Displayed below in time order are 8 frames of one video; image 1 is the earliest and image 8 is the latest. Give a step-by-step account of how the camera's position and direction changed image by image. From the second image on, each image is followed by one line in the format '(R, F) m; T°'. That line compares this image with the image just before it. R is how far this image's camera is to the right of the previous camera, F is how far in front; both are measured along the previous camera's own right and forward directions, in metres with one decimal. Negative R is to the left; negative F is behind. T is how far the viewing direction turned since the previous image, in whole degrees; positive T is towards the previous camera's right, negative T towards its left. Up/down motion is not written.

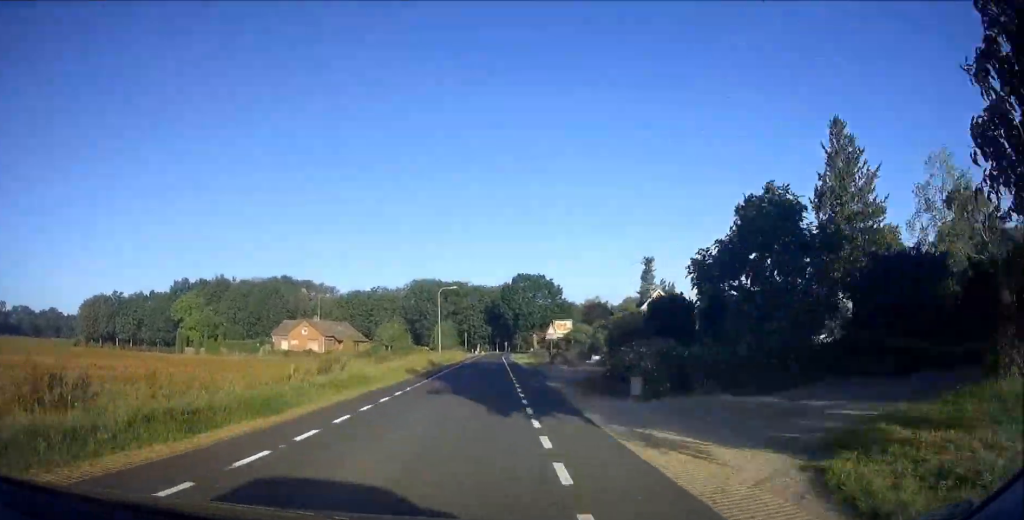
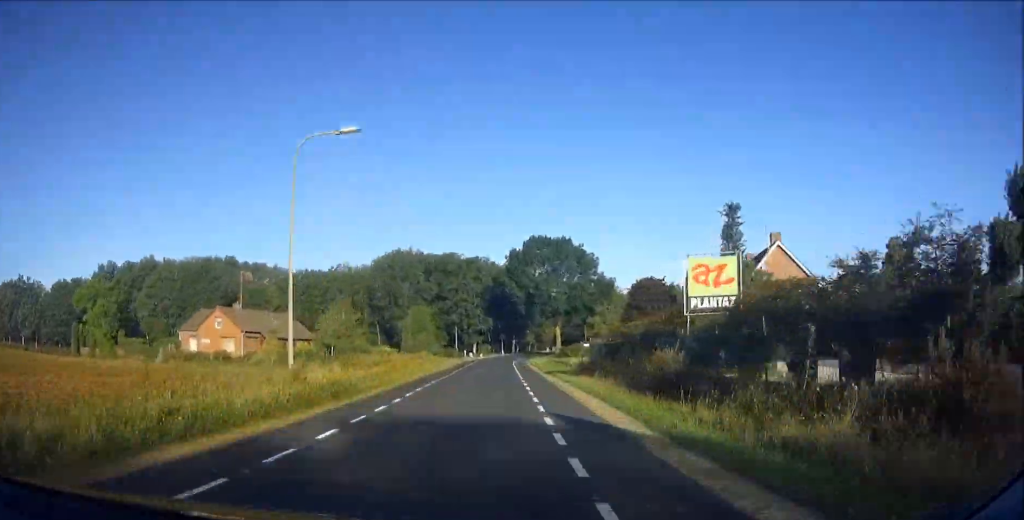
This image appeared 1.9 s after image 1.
(+0.1, +40.6) m; +1°
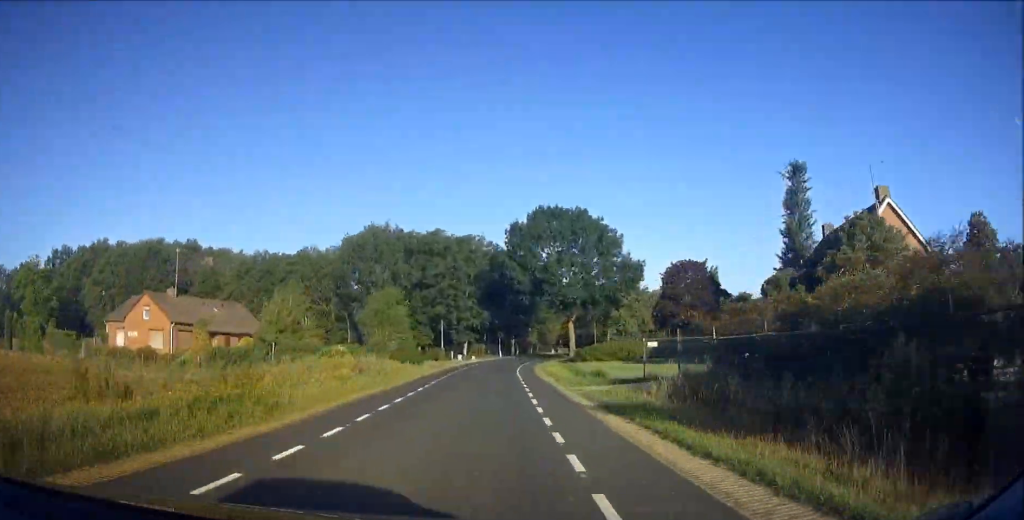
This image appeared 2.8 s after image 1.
(-0.4, +18.0) m; +1°
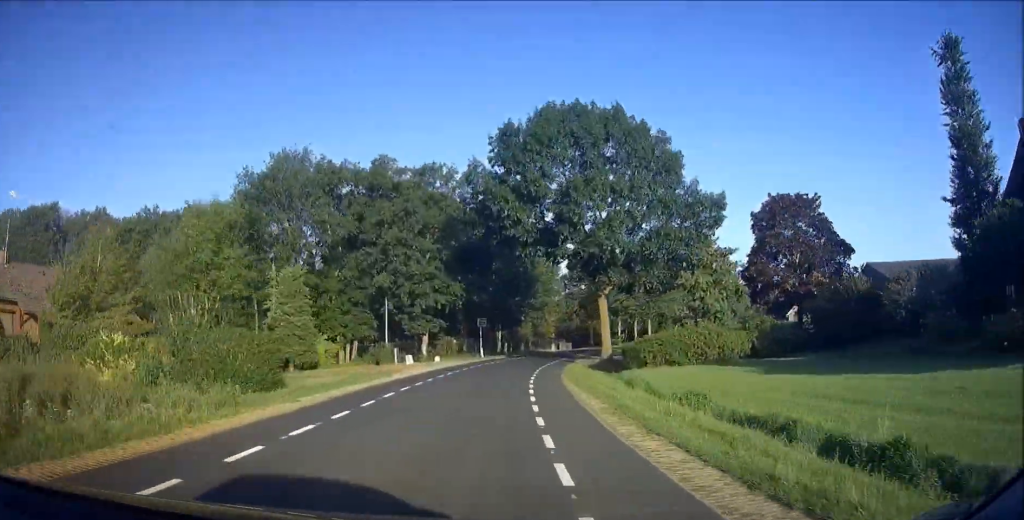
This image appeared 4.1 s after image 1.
(+1.1, +27.6) m; +5°
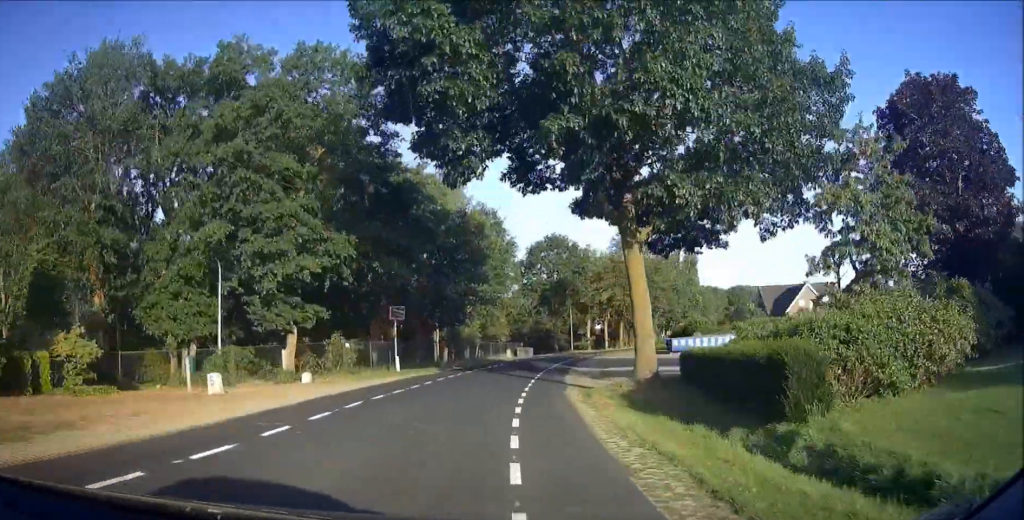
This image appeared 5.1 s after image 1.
(0.0, +20.6) m; +4°
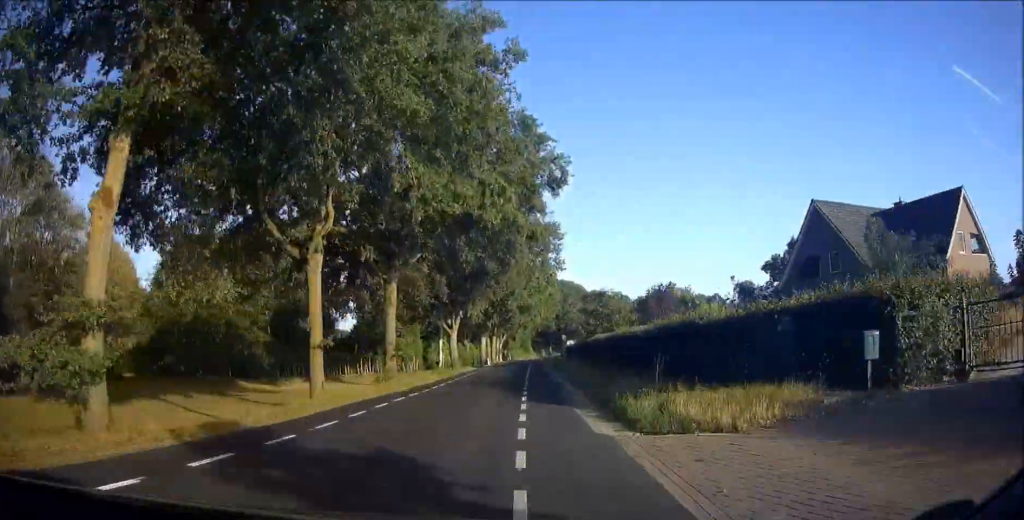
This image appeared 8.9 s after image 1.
(+12.2, +76.7) m; +16°
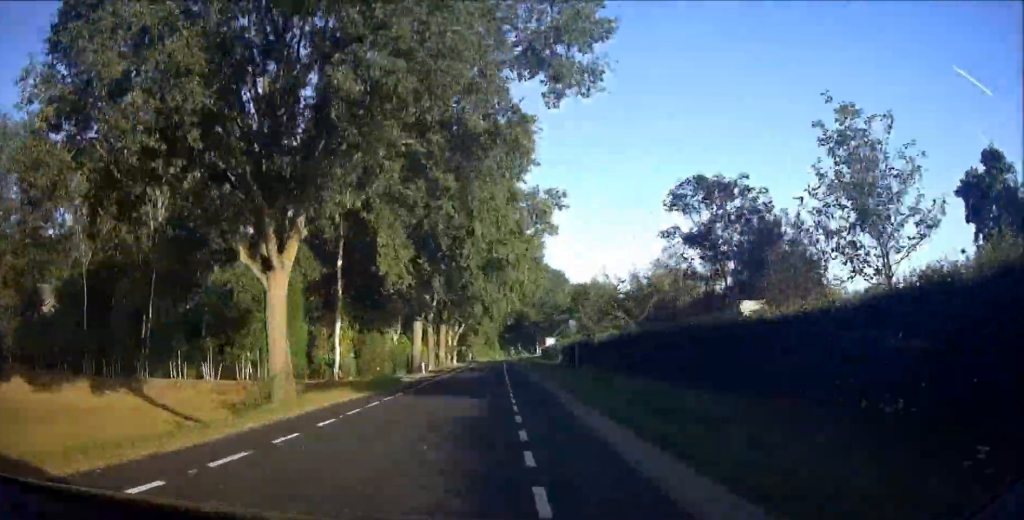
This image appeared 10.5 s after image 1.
(+1.6, +34.3) m; +3°
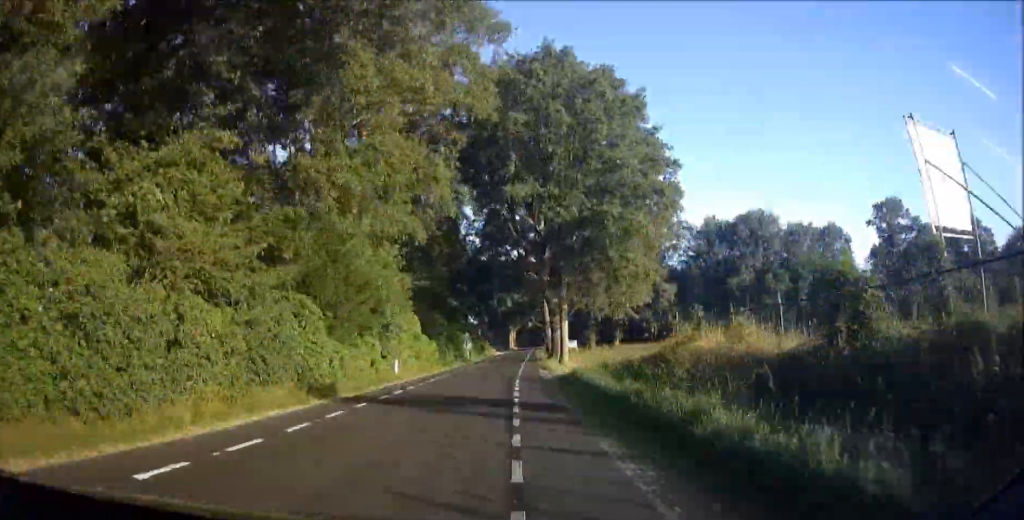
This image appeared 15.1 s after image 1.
(+4.7, +101.3) m; +6°
